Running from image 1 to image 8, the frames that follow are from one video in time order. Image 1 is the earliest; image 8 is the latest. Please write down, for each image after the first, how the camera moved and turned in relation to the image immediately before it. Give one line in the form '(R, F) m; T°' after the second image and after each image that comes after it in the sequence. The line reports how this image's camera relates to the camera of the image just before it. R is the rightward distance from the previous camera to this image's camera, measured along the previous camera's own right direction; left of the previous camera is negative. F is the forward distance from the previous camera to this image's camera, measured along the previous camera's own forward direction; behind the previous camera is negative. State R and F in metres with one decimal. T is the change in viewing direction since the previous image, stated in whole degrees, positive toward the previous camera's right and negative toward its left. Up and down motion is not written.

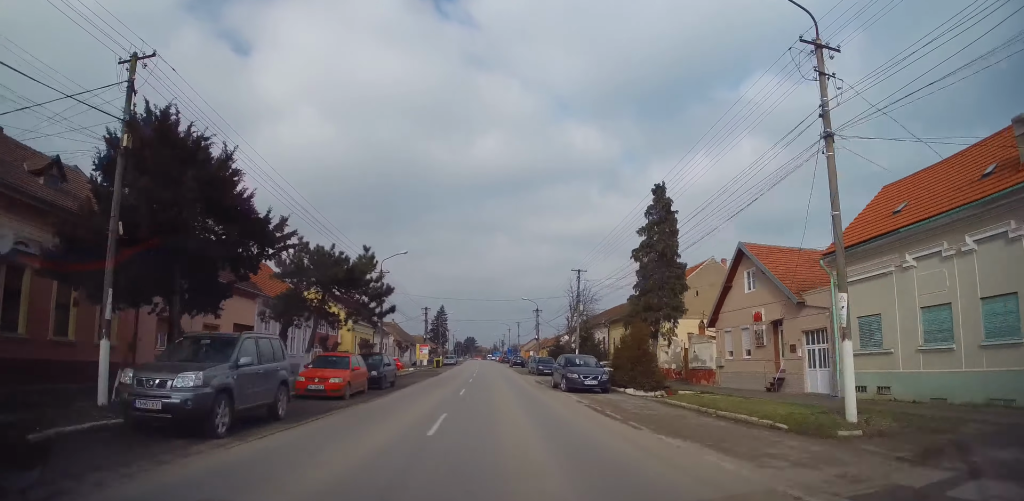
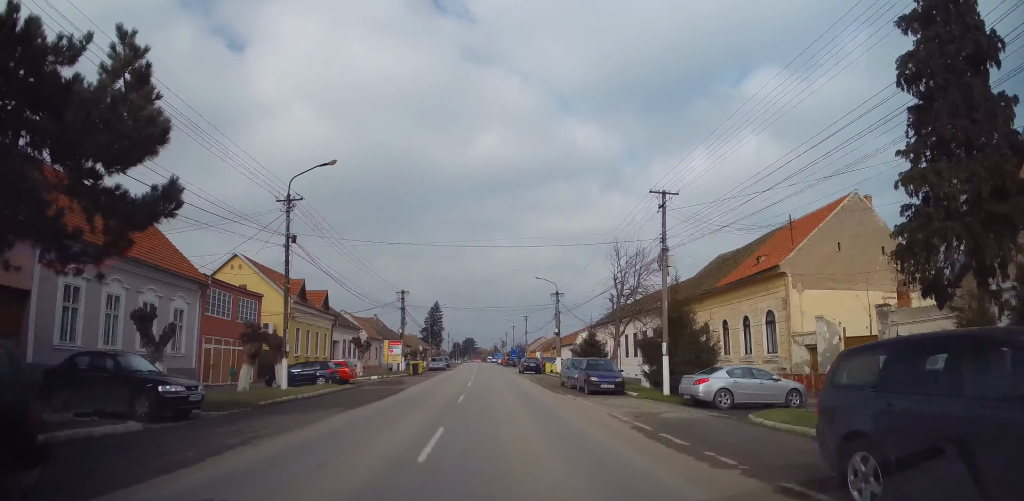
(+0.2, +19.7) m; 0°
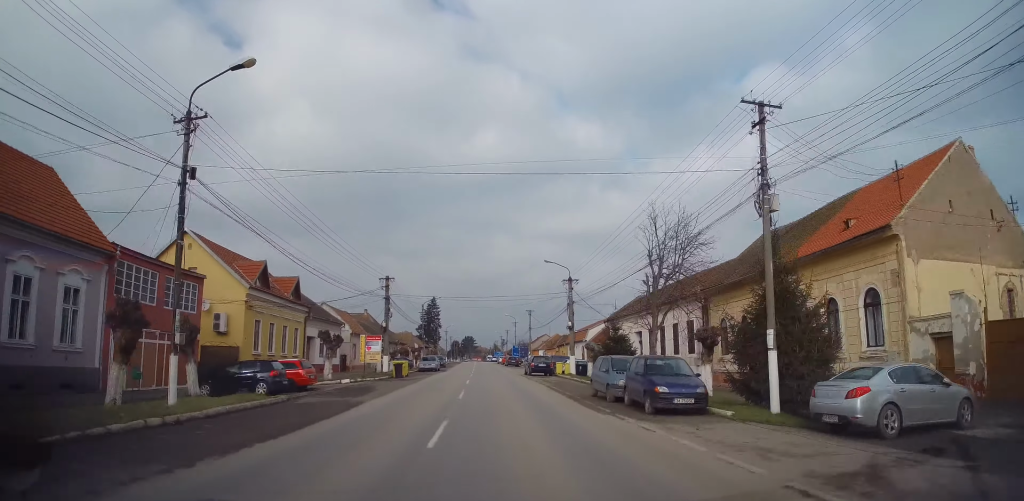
(+0.1, +8.1) m; 0°
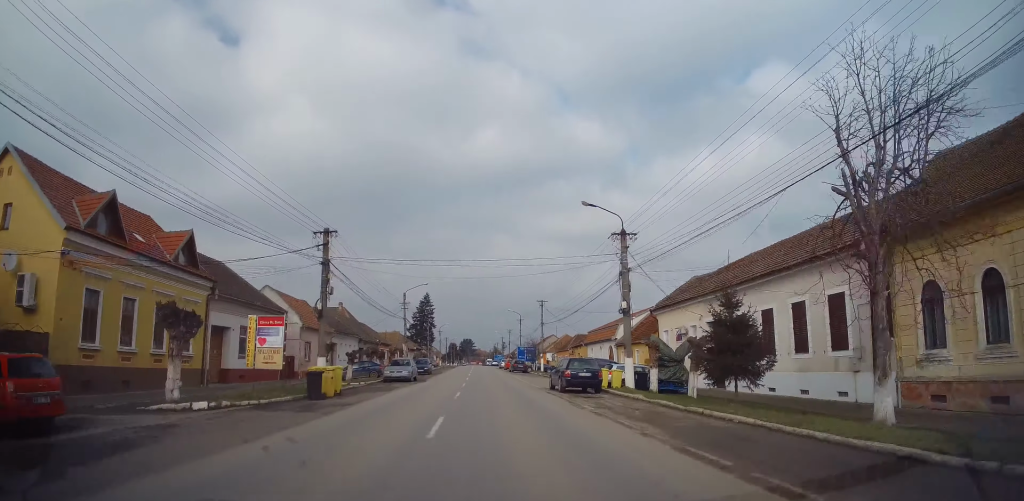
(-0.2, +17.5) m; -1°
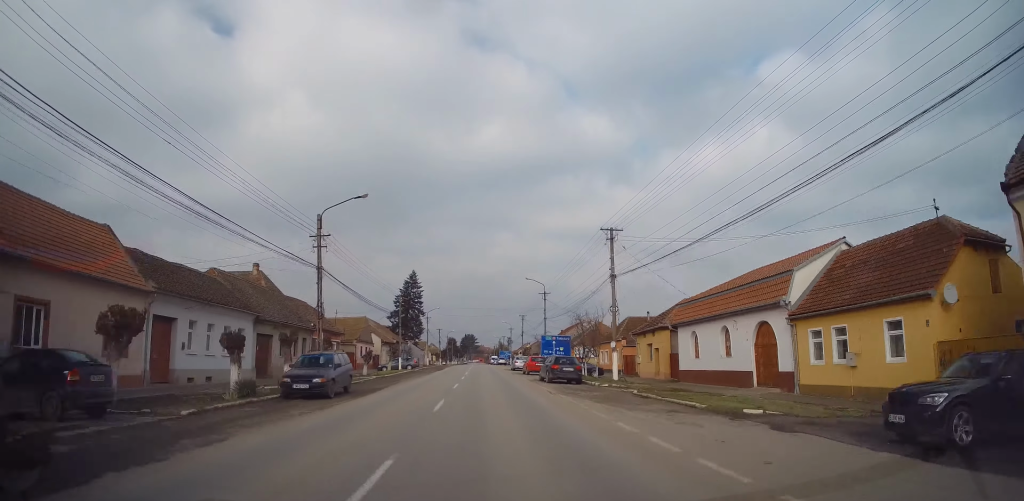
(-0.1, +32.0) m; +1°
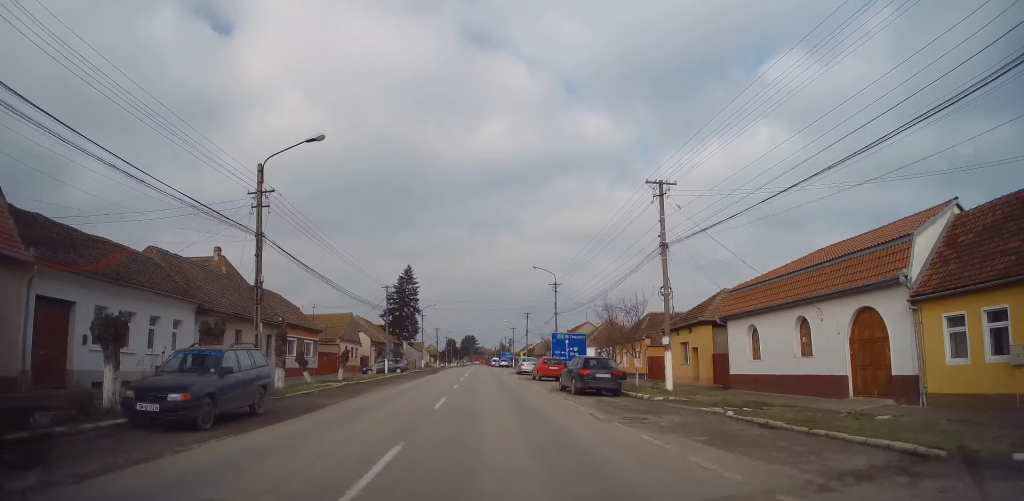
(+0.1, +7.9) m; 0°
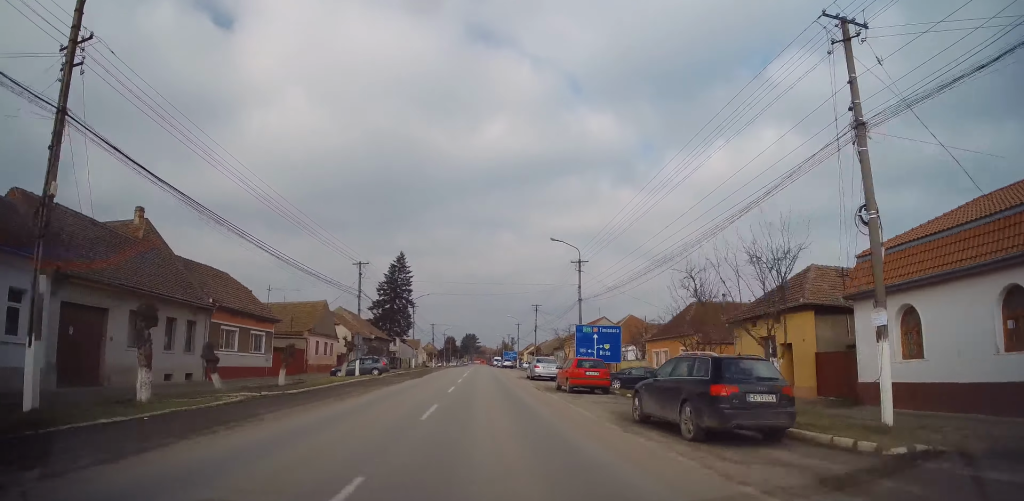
(0.0, +11.1) m; -1°
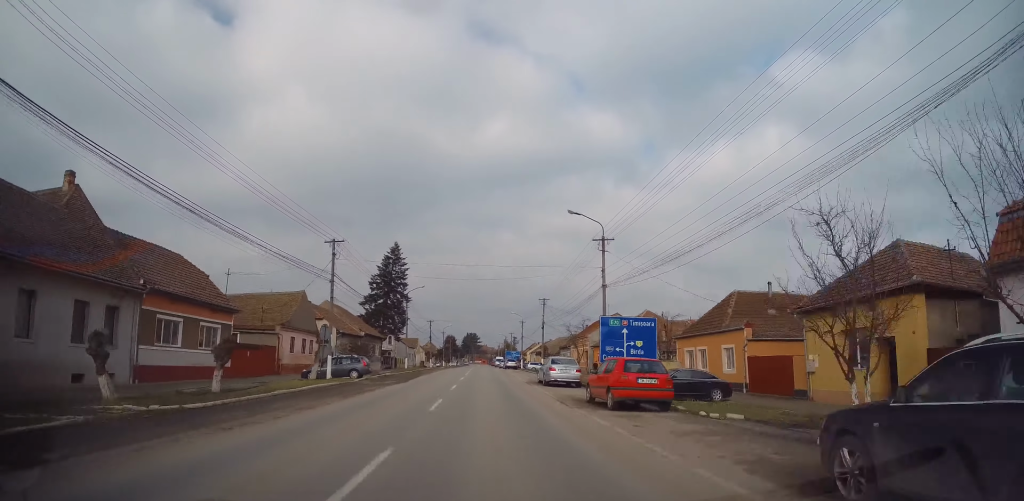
(0.0, +7.0) m; -1°
